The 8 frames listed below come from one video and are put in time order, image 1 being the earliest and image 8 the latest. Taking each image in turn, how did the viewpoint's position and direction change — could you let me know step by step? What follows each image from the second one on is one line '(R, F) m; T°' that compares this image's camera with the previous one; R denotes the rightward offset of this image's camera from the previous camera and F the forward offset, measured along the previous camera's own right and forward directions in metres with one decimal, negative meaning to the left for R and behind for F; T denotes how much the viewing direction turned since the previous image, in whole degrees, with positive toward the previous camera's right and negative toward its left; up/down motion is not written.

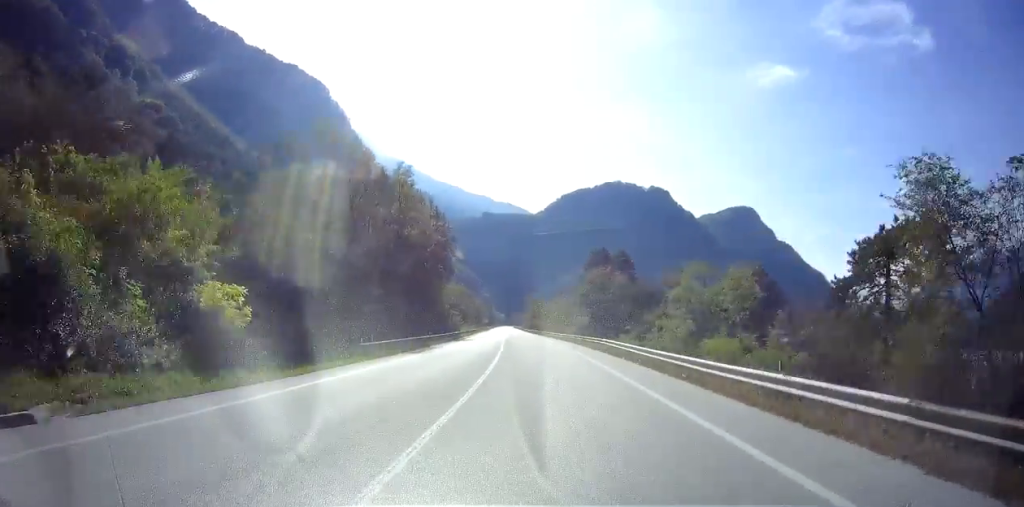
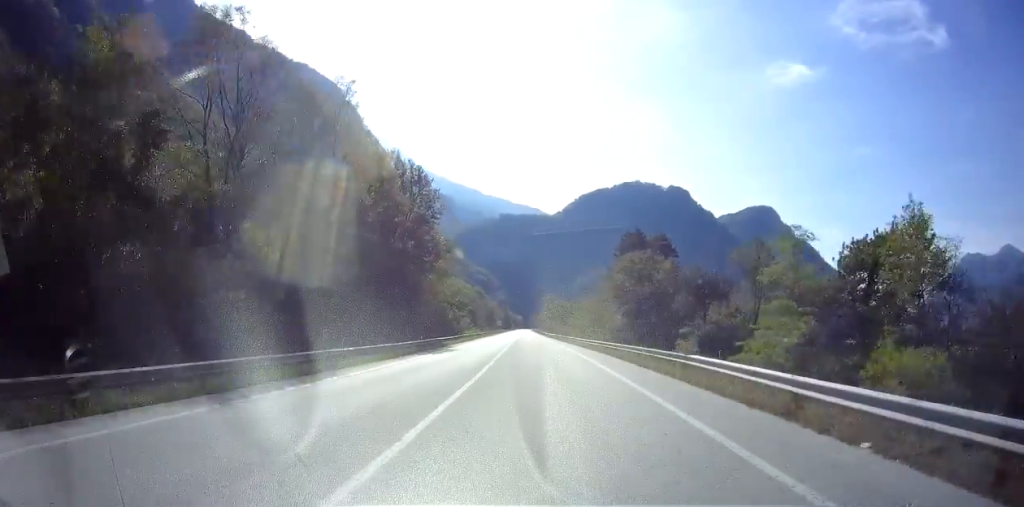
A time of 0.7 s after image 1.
(0.0, +17.9) m; 0°
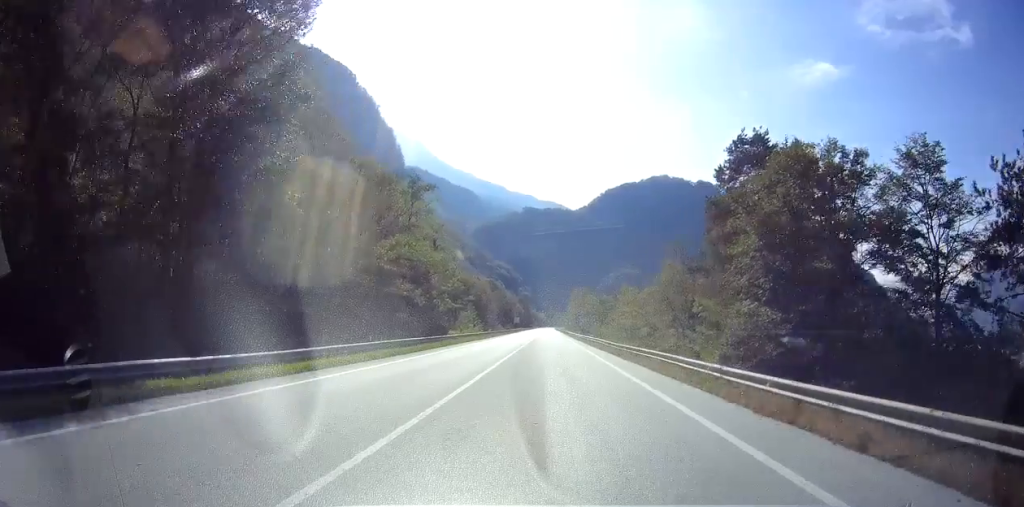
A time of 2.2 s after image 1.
(0.0, +35.1) m; 0°
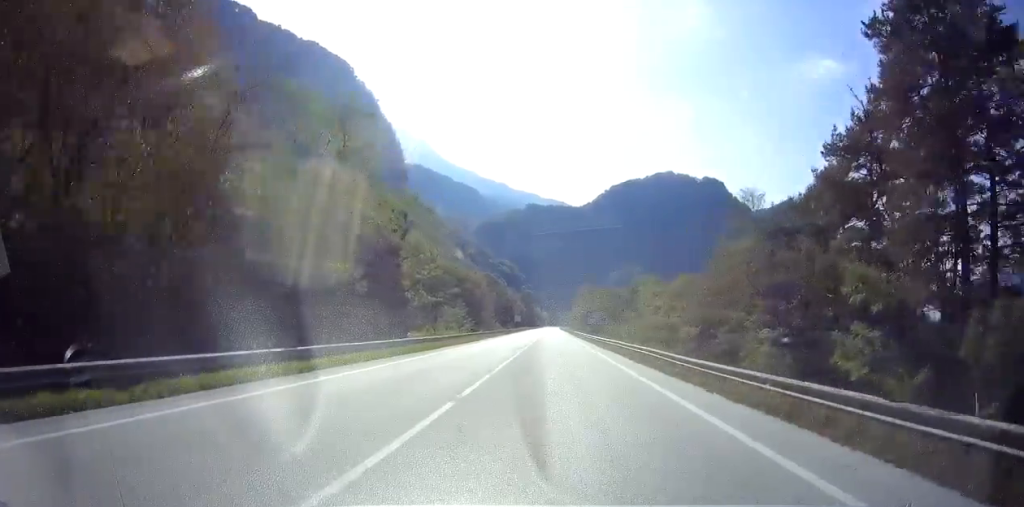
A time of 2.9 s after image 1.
(0.0, +18.9) m; 0°
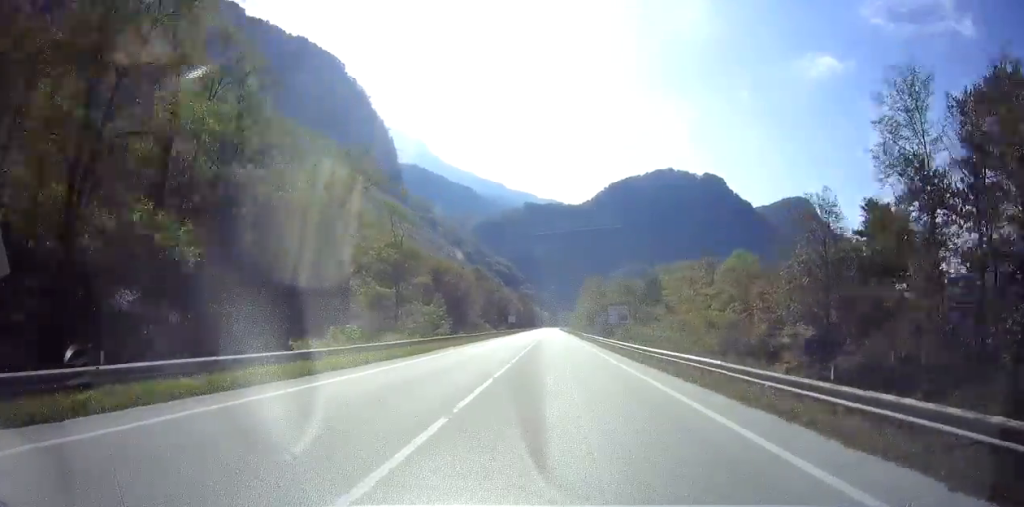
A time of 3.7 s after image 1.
(0.0, +18.9) m; 0°
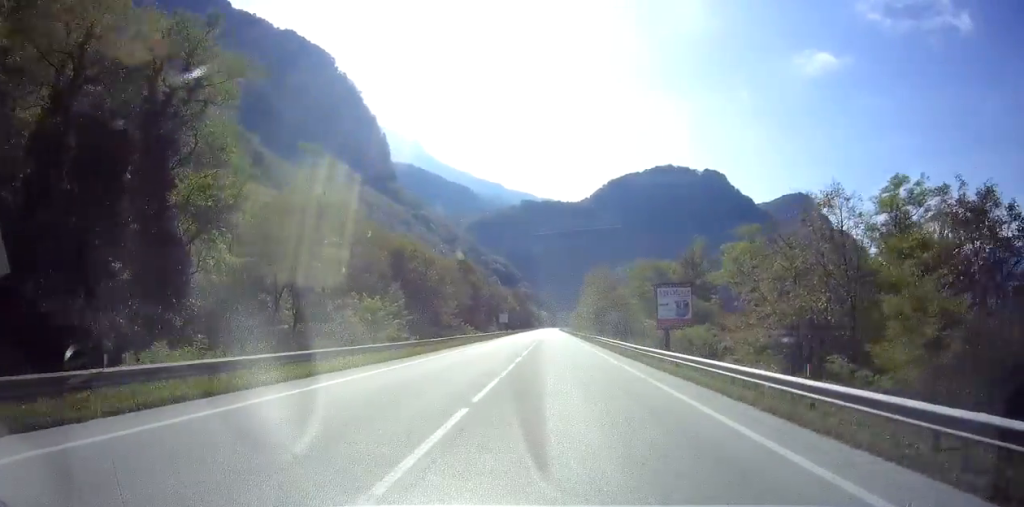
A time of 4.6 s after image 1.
(0.0, +22.3) m; 0°
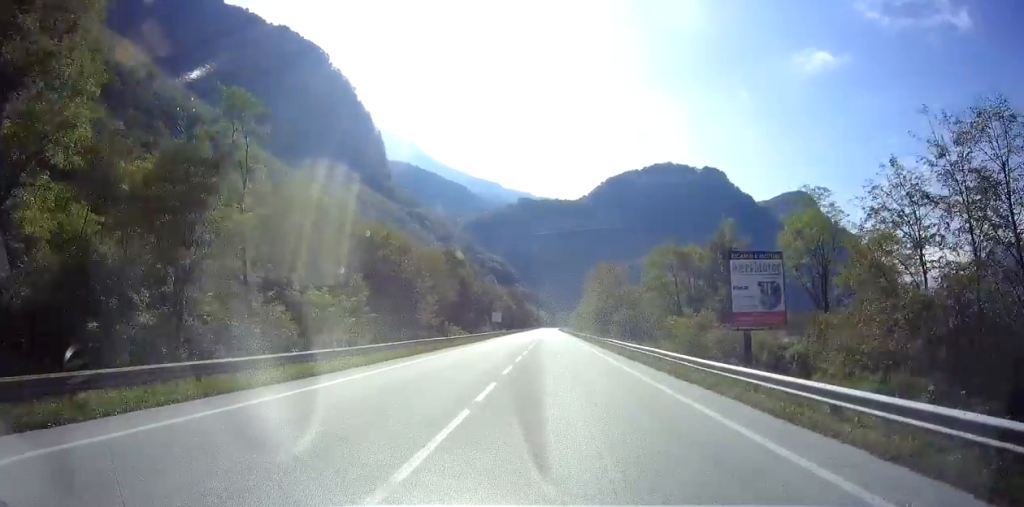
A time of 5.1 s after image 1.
(0.0, +11.5) m; 0°
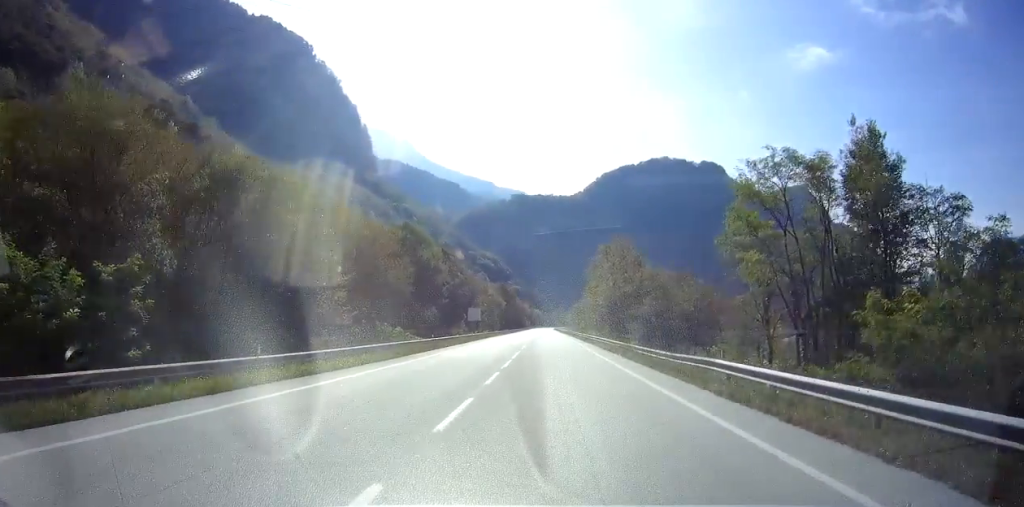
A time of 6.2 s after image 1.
(0.0, +27.3) m; 0°
